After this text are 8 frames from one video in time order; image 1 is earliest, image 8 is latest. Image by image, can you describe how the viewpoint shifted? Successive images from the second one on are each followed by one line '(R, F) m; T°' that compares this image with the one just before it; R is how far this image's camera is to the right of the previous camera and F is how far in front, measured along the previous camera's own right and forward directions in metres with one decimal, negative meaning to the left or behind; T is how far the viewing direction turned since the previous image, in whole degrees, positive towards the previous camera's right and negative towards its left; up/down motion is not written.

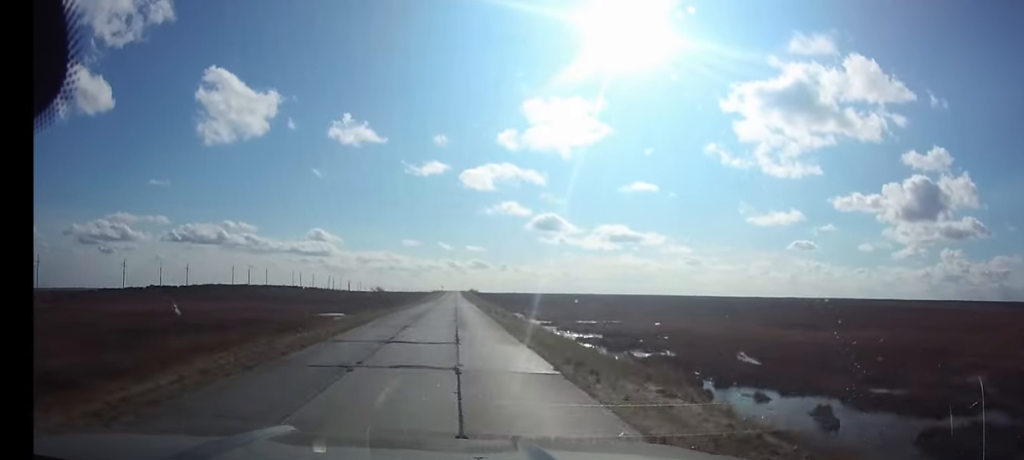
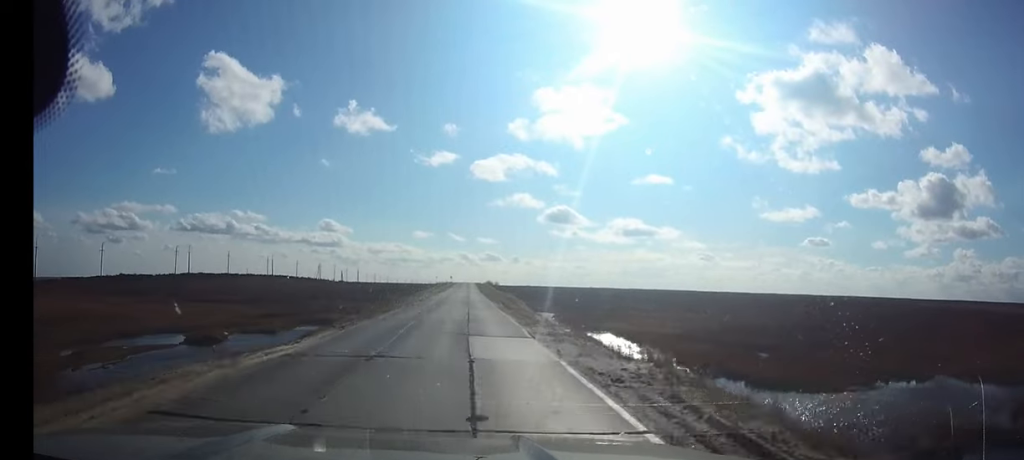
(-0.4, +71.2) m; 0°
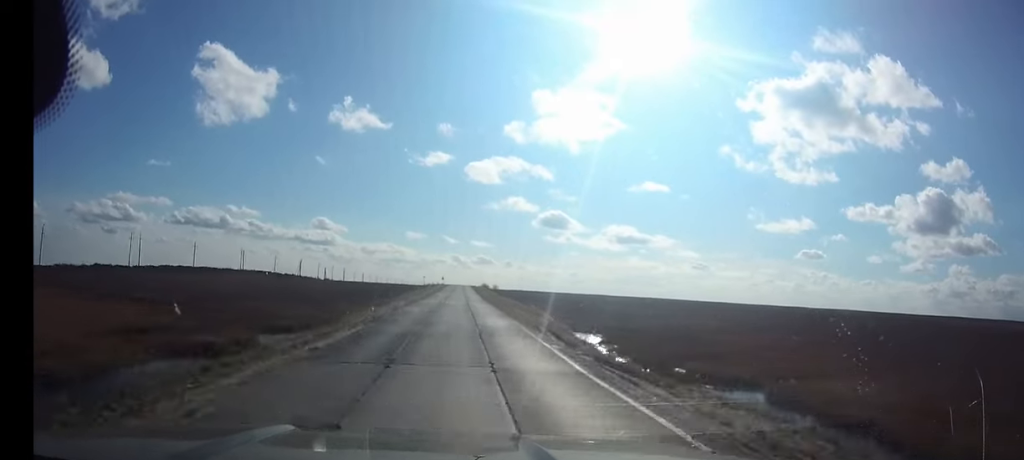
(0.0, +30.5) m; 0°
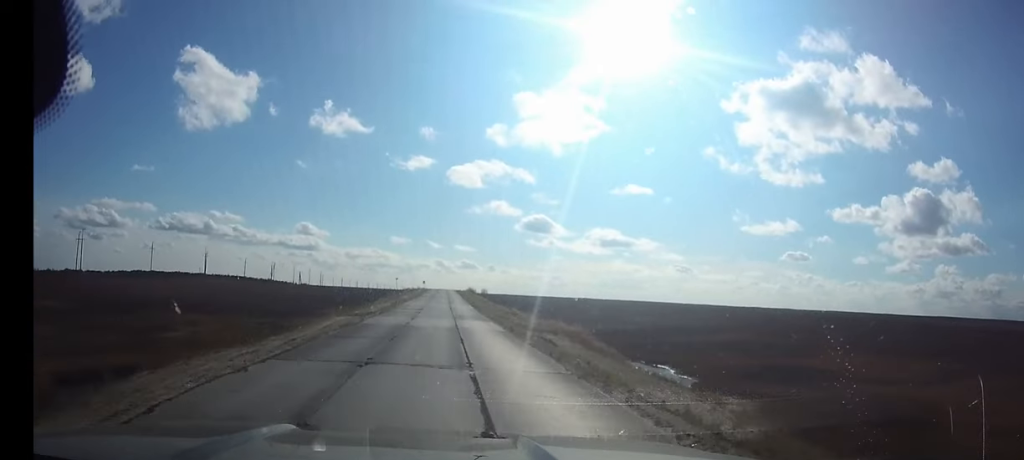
(+0.1, +23.1) m; 0°
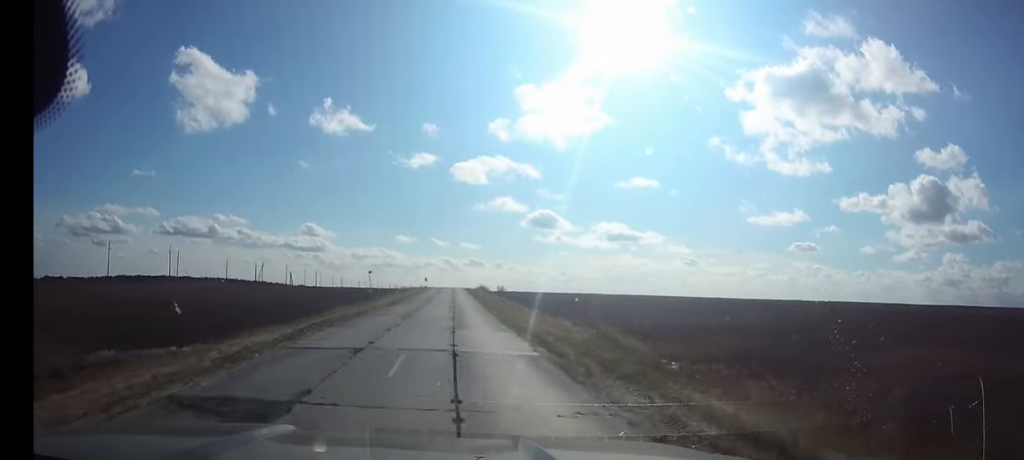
(0.0, +33.4) m; 0°
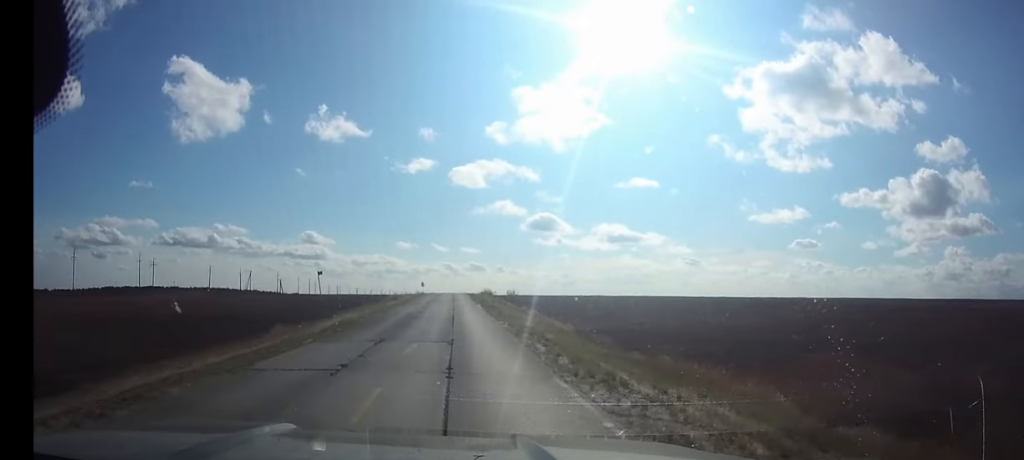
(0.0, +20.9) m; 0°
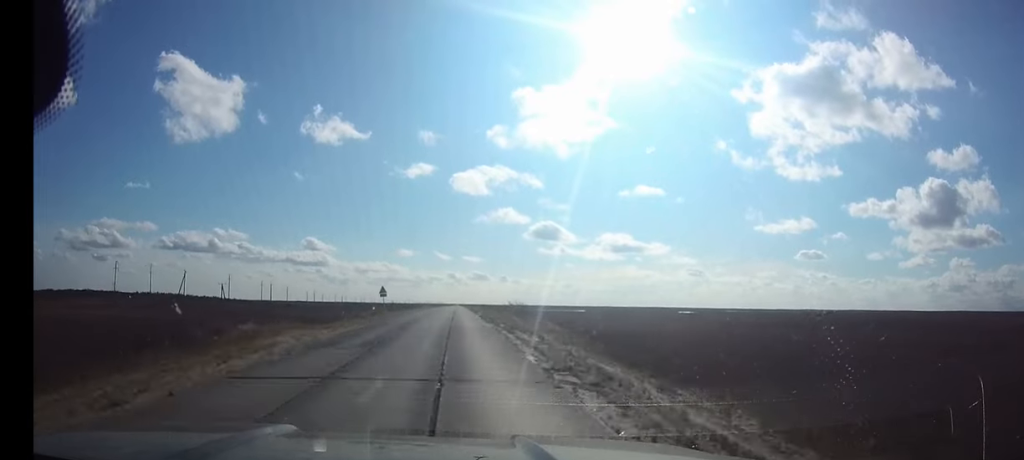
(-0.2, +77.3) m; 0°
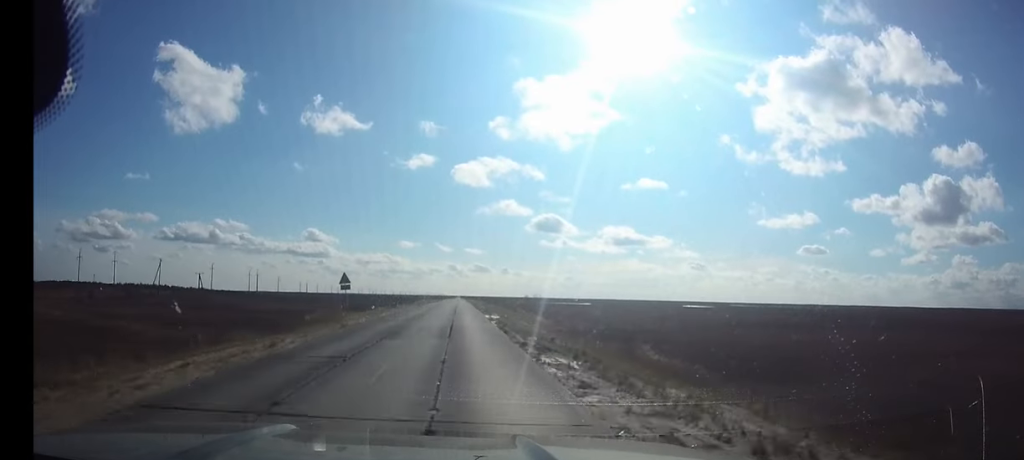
(0.0, +20.8) m; 0°
